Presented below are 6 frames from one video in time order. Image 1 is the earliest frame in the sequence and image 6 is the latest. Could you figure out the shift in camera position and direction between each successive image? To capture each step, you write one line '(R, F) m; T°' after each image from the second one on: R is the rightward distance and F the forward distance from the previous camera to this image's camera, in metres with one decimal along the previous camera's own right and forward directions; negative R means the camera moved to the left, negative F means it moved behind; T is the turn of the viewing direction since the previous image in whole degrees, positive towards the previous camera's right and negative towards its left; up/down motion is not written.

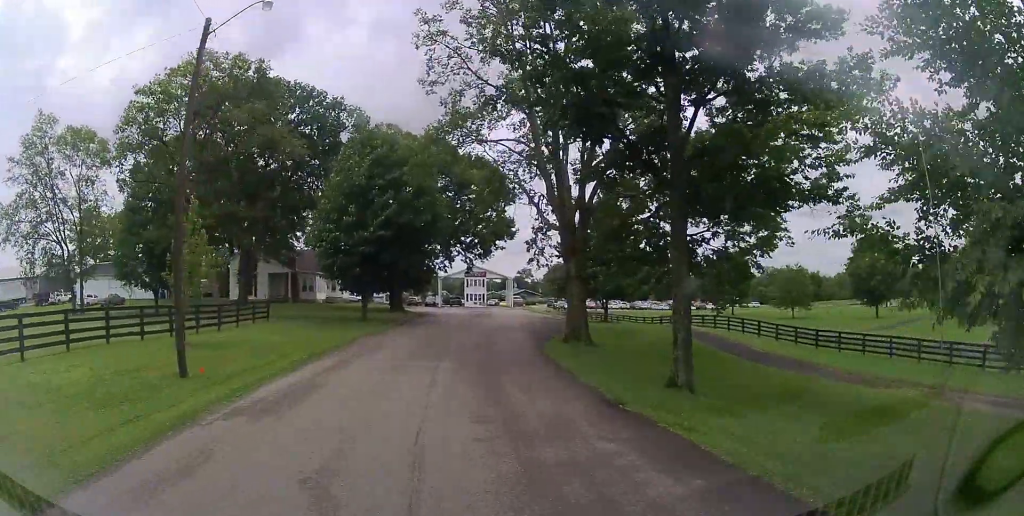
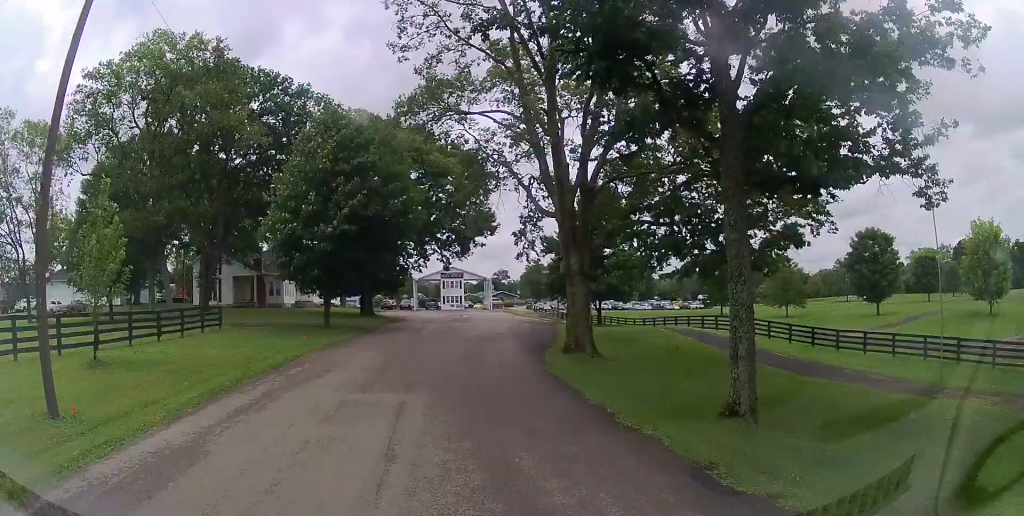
(+0.5, +4.8) m; 0°
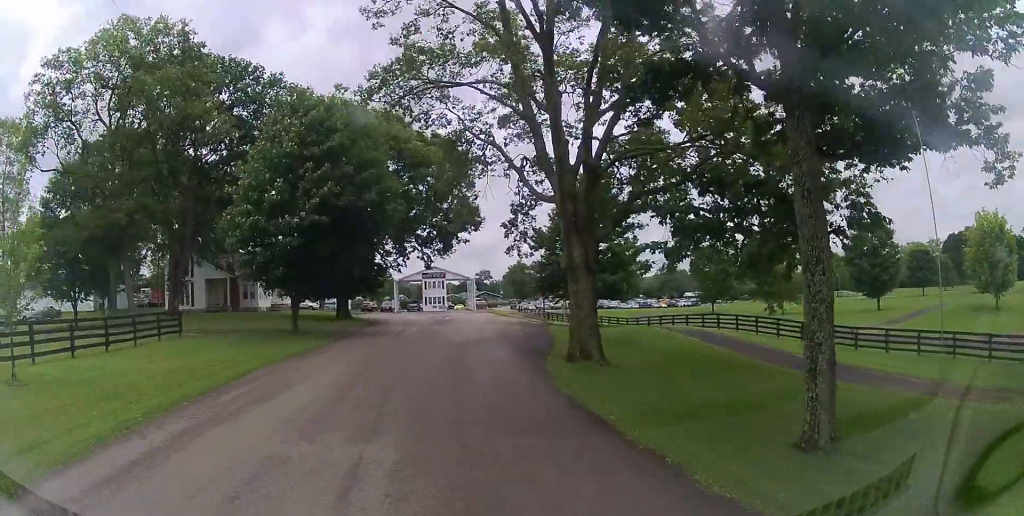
(-0.4, +3.4) m; 0°
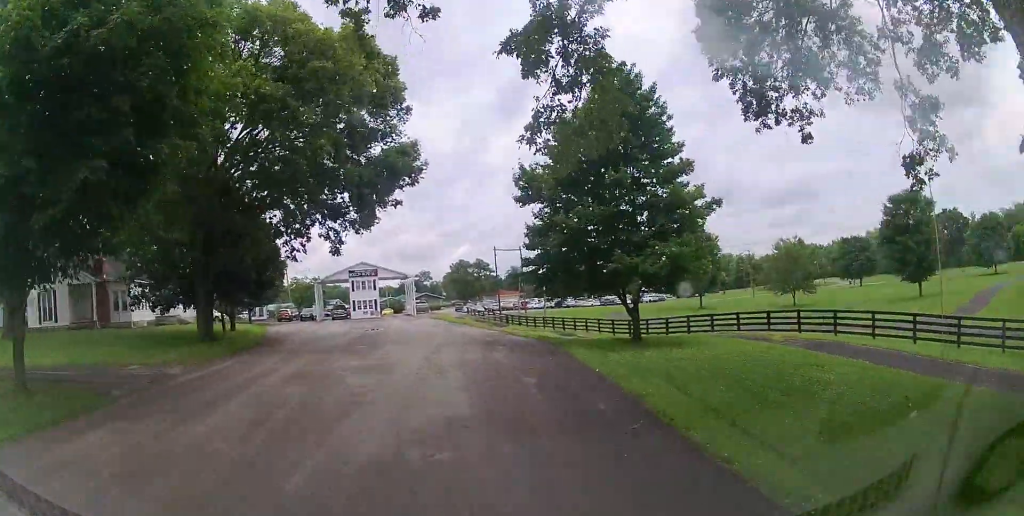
(+0.6, +16.1) m; 0°
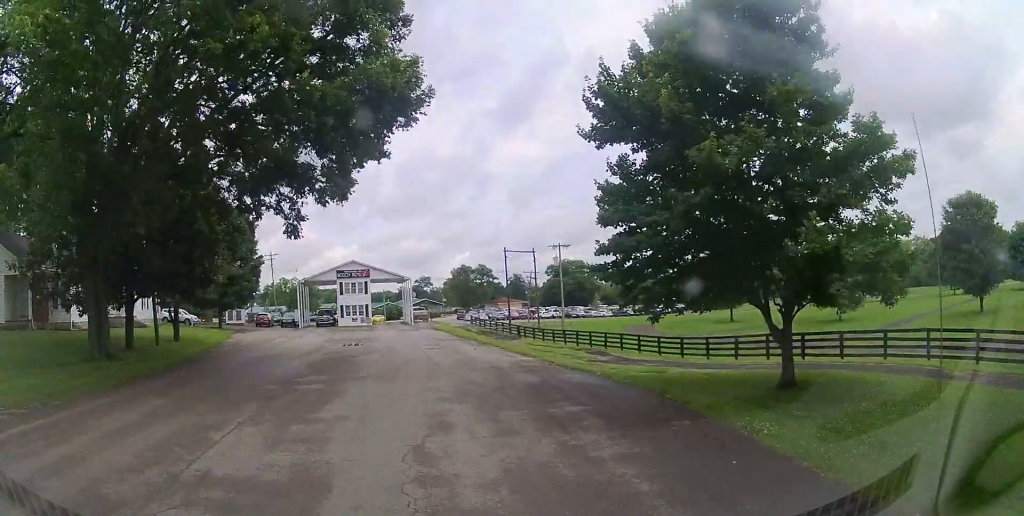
(+0.8, +8.6) m; +3°
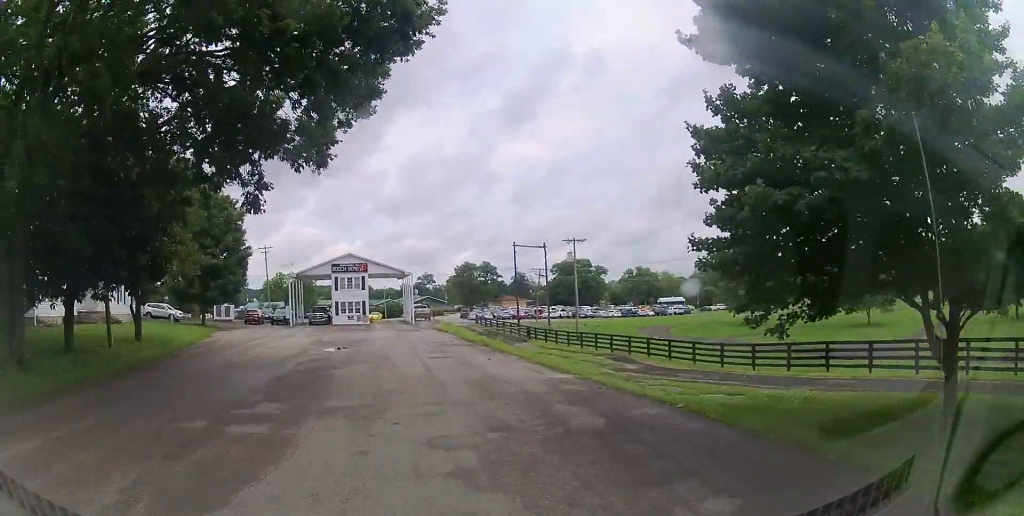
(-0.2, +4.4) m; -5°
